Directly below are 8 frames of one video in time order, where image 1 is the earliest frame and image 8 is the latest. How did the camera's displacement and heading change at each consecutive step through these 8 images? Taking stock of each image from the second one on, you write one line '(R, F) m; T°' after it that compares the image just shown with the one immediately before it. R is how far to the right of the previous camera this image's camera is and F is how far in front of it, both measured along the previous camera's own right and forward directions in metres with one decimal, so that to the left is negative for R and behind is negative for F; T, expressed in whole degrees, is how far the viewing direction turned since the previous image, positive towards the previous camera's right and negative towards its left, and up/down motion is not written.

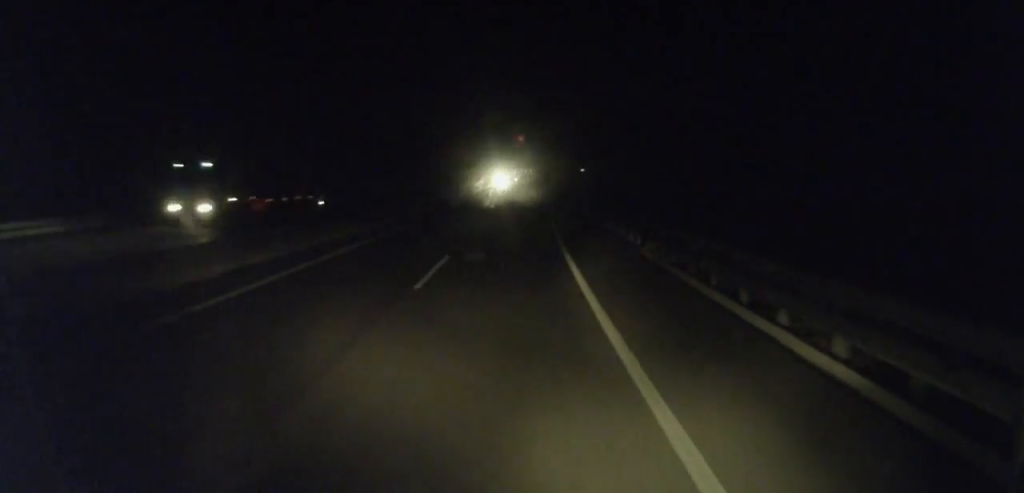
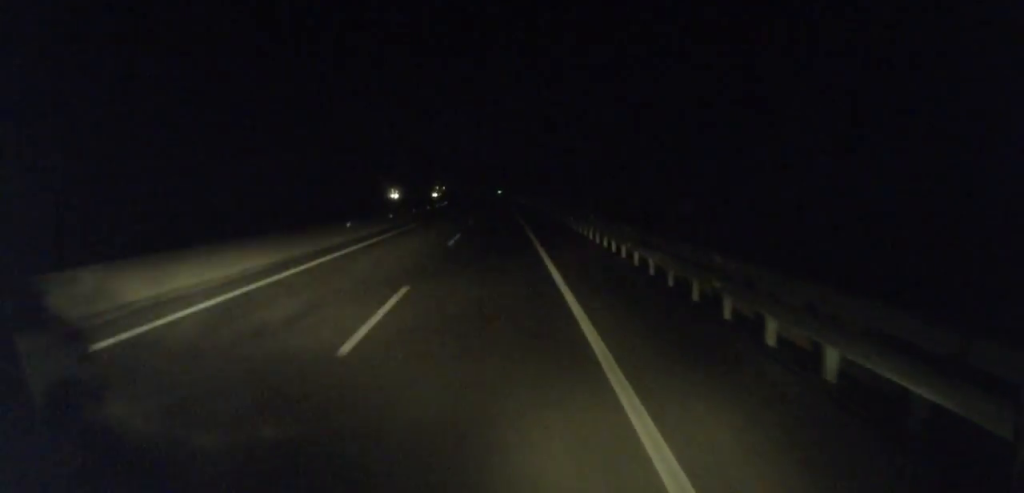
(+6.9, +103.9) m; +5°
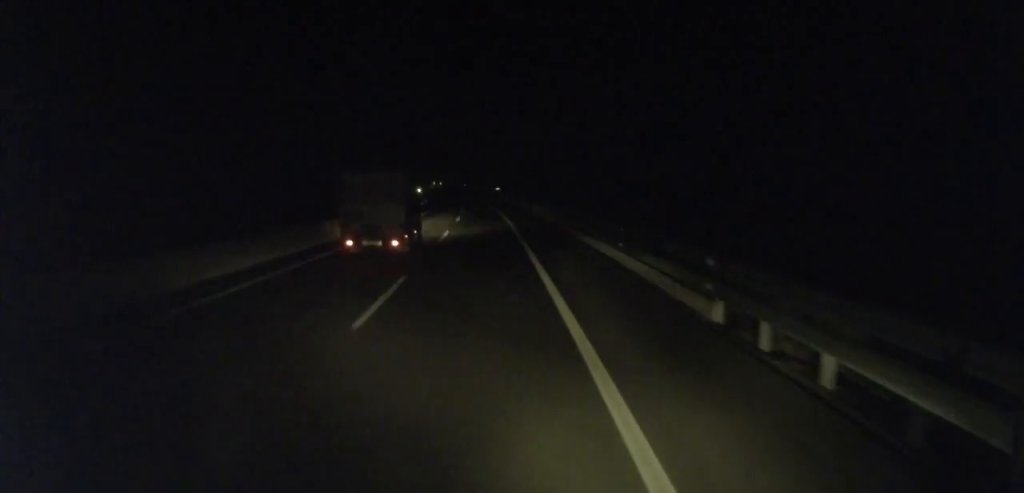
(+0.7, +32.5) m; +1°
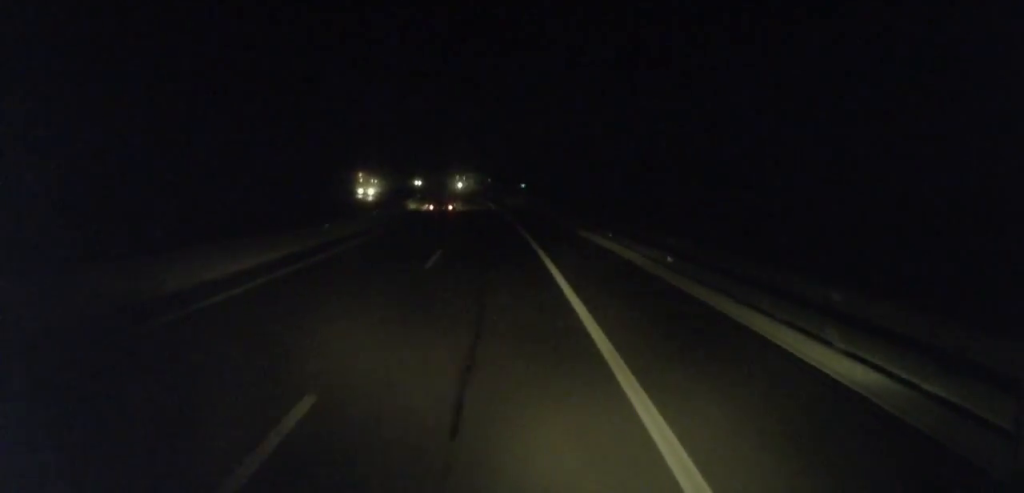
(+0.3, +43.0) m; -1°
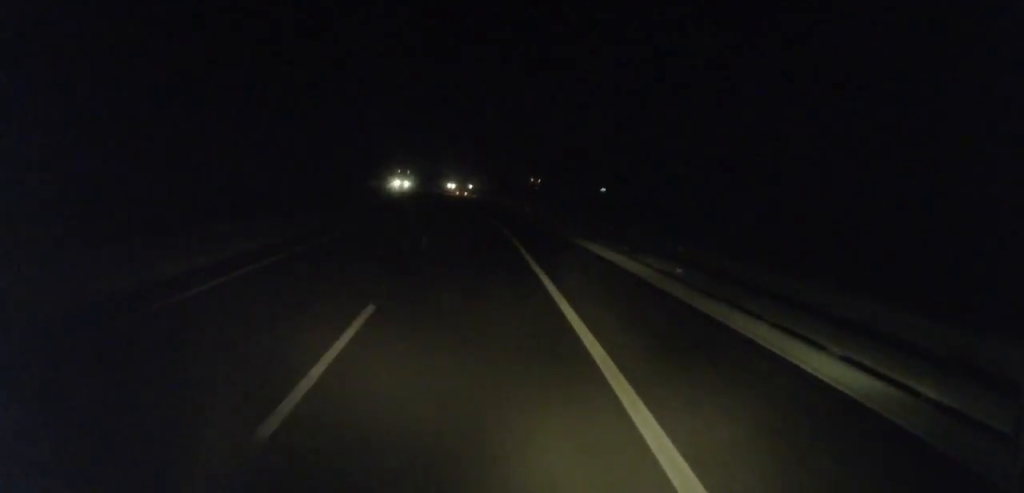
(-3.8, +95.5) m; -6°
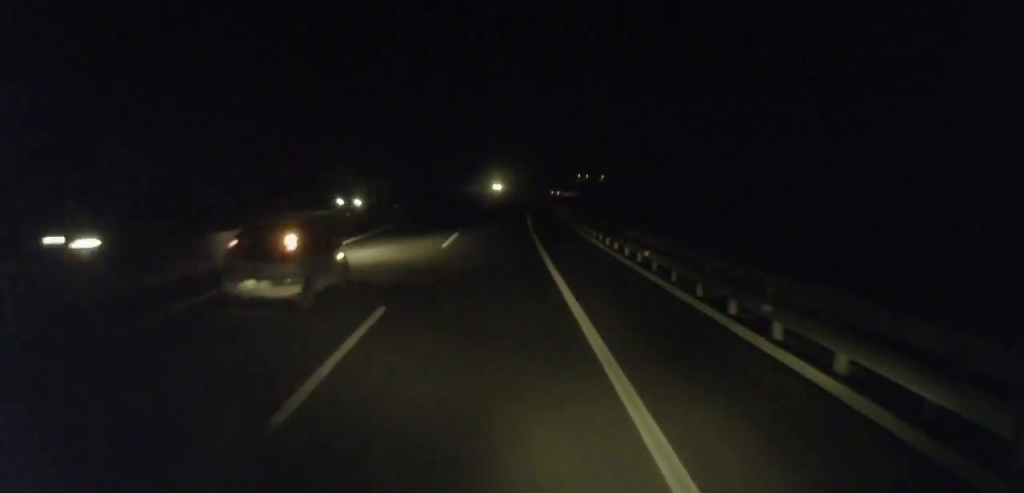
(-2.6, +66.7) m; -2°
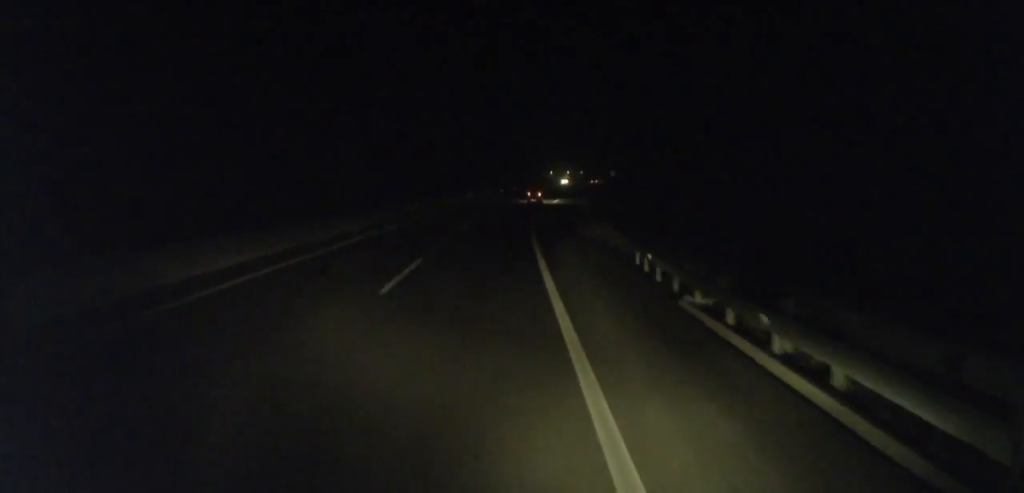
(+0.5, +75.2) m; +2°
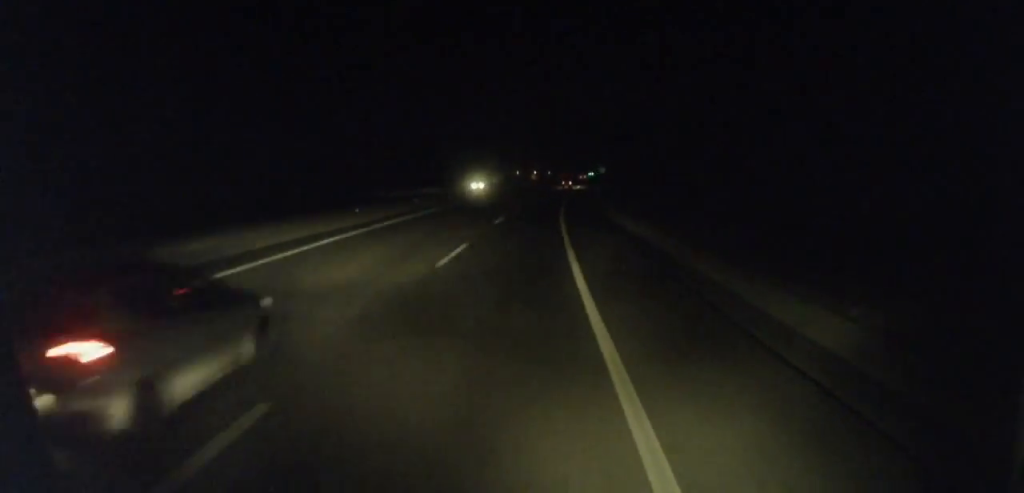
(+1.0, +45.2) m; +4°
